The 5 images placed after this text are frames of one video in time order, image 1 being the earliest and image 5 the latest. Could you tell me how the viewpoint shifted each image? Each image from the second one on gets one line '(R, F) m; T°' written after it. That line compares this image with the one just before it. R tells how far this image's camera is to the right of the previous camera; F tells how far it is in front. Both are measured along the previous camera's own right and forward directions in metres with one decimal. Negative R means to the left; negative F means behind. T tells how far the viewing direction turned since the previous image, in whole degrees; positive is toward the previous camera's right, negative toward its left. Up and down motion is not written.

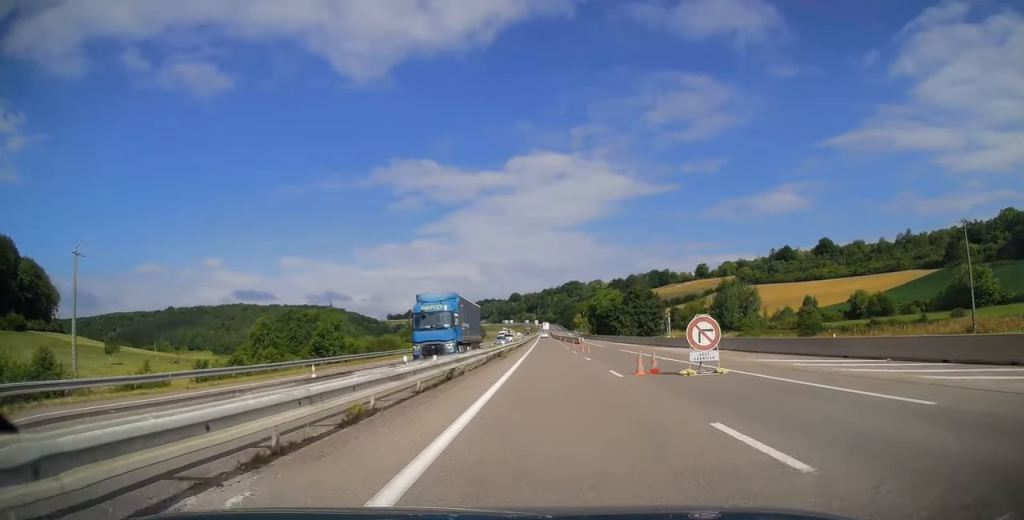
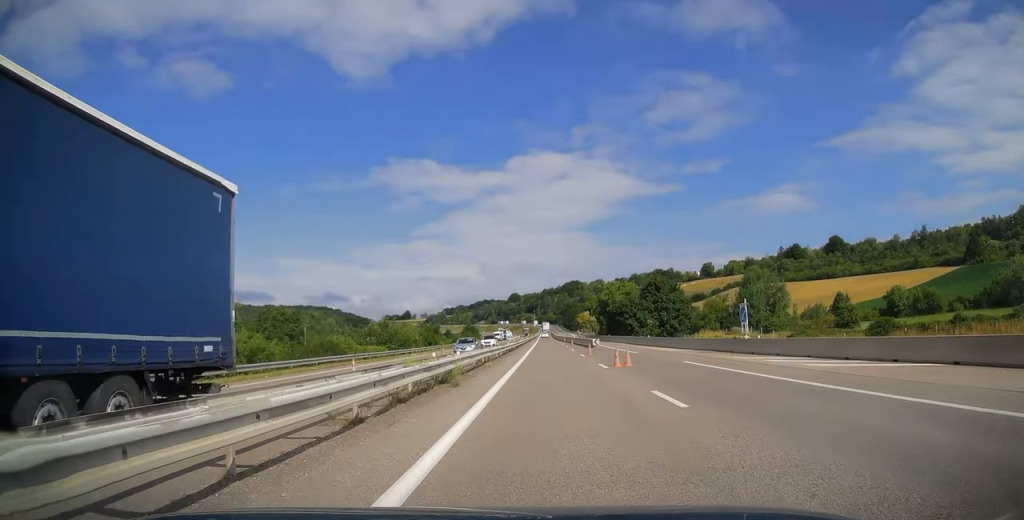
(0.0, +21.2) m; 0°
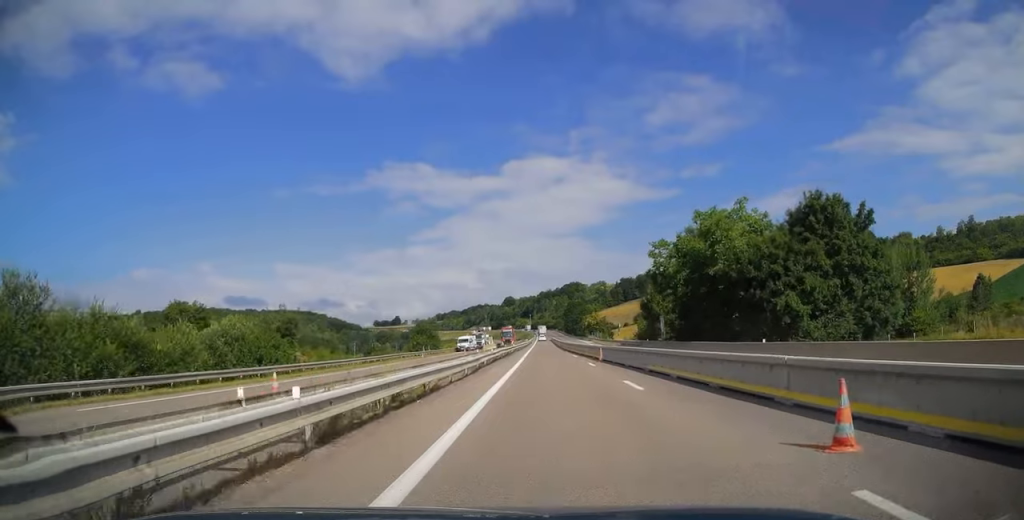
(+0.1, +61.9) m; 0°
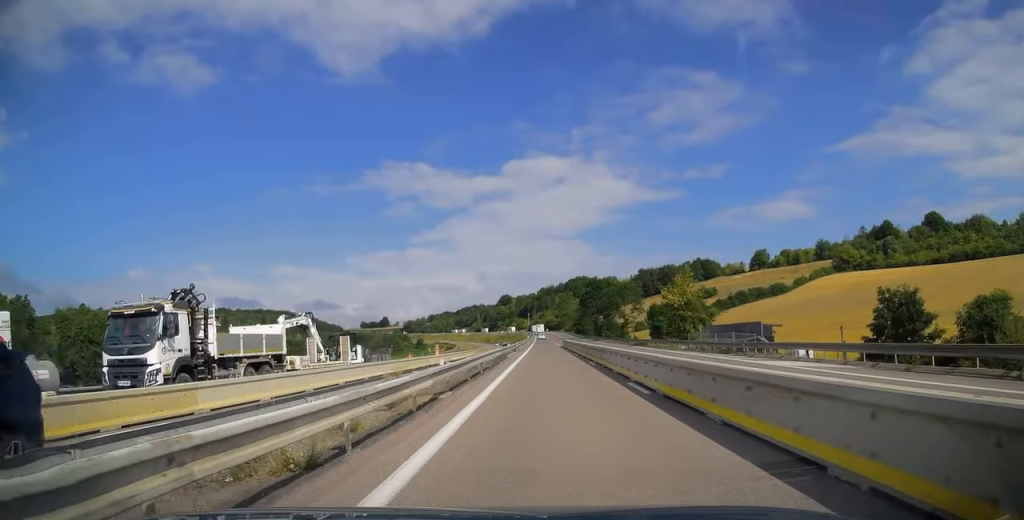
(-0.3, +92.9) m; 0°
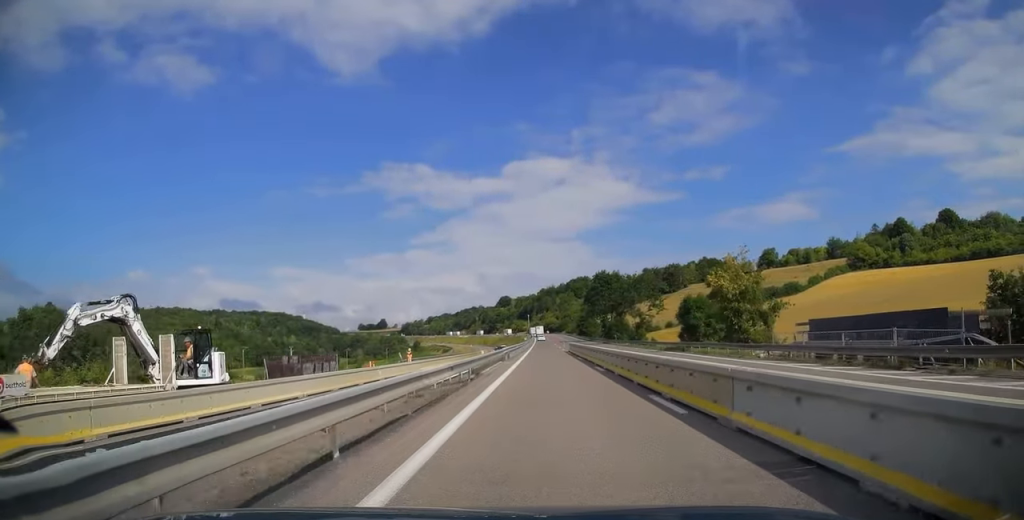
(+0.3, +16.5) m; 0°
